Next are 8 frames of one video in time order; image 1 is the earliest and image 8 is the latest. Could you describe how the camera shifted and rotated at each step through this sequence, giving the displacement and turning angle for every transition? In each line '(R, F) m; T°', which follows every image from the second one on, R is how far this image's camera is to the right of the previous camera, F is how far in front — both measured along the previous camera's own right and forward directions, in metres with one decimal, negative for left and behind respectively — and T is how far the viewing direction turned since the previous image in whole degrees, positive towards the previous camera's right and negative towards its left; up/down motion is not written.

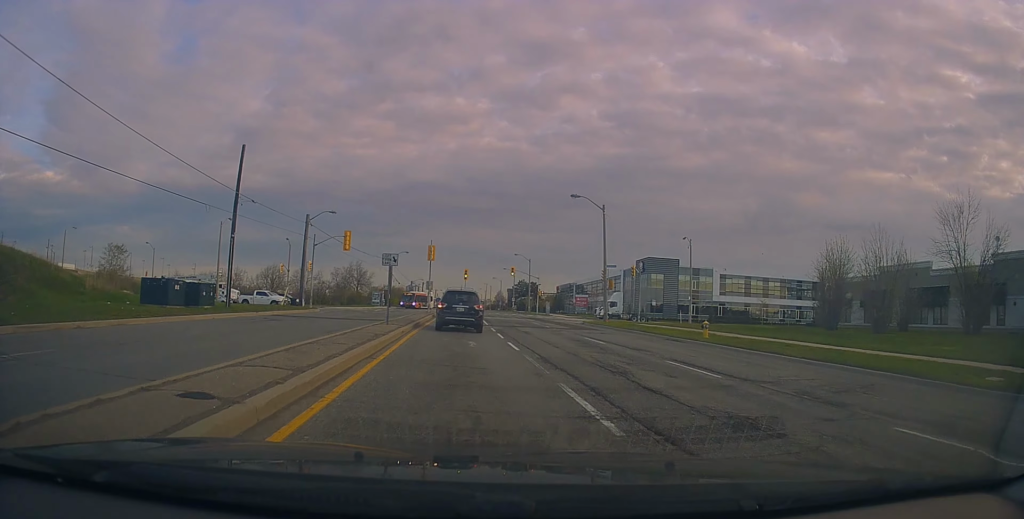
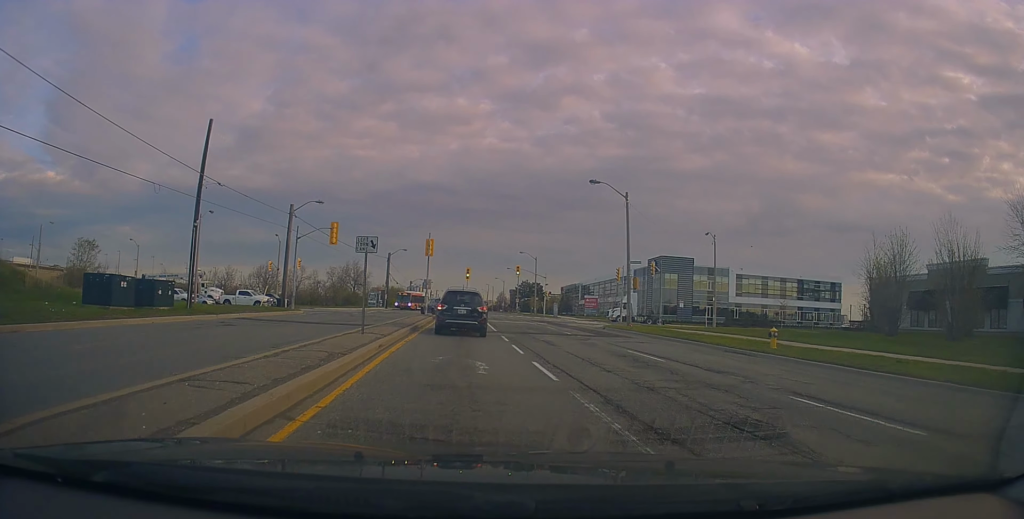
(0.0, +6.2) m; -1°
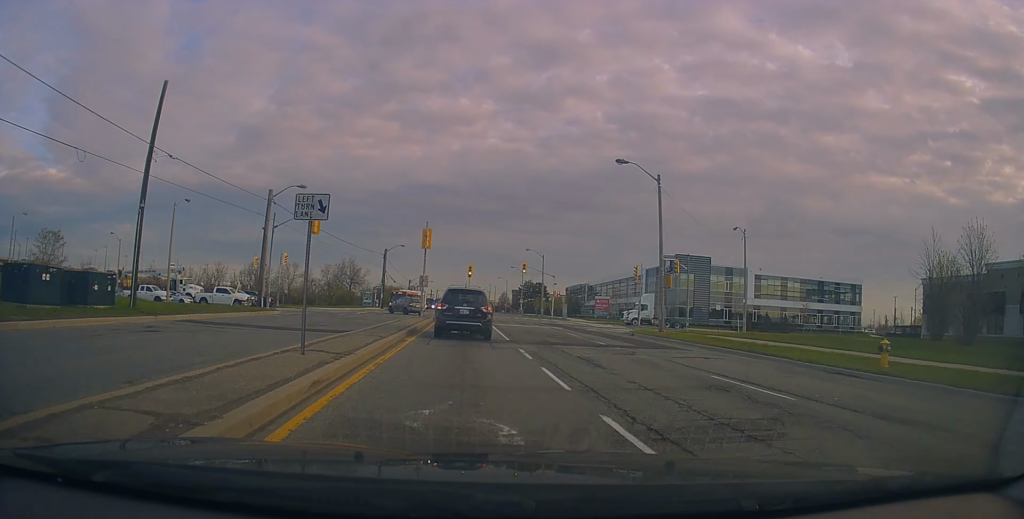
(-0.5, +6.4) m; 0°
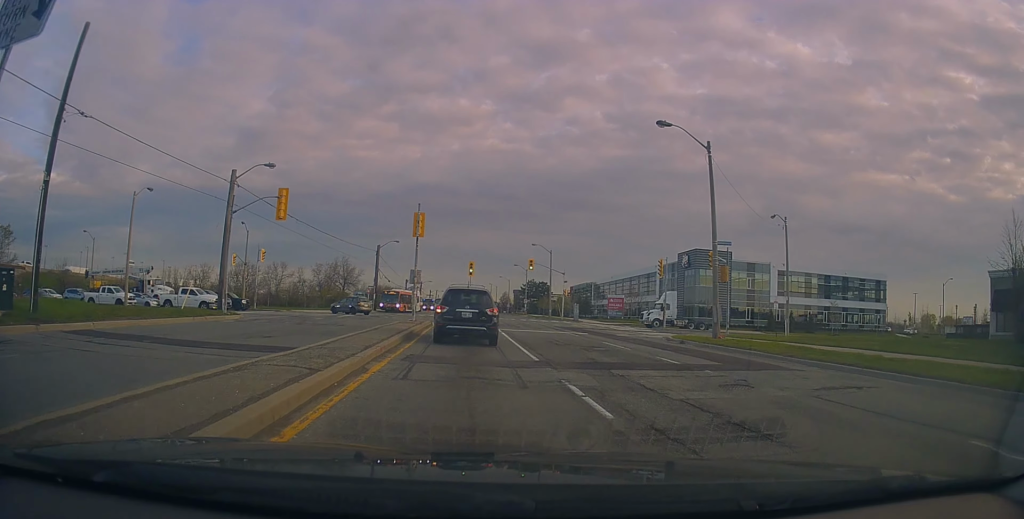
(+0.4, +7.3) m; +2°
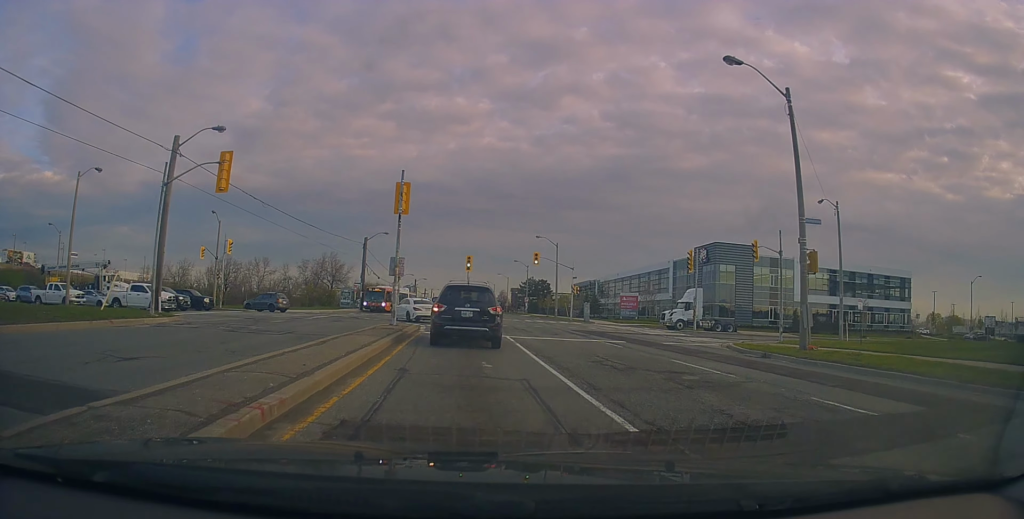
(0.0, +7.2) m; 0°
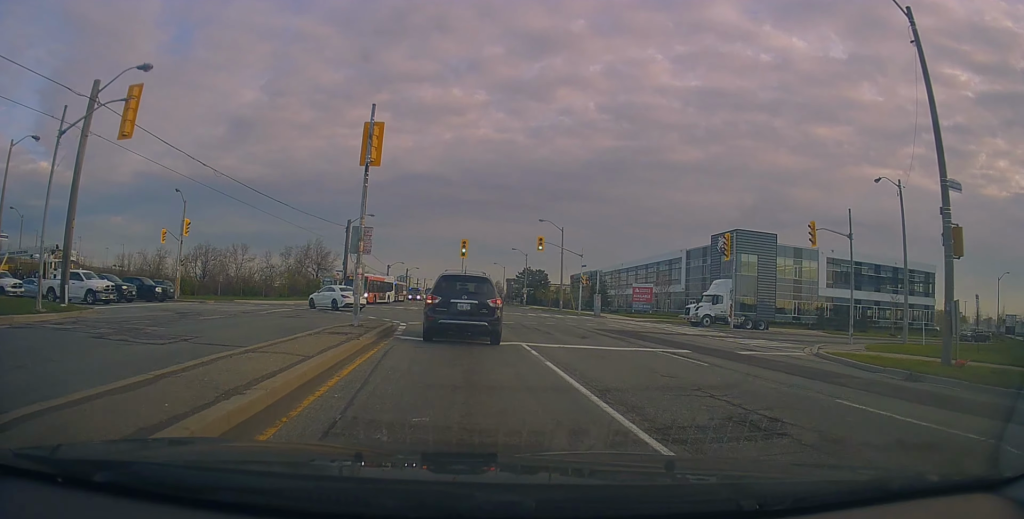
(-0.1, +7.1) m; -1°
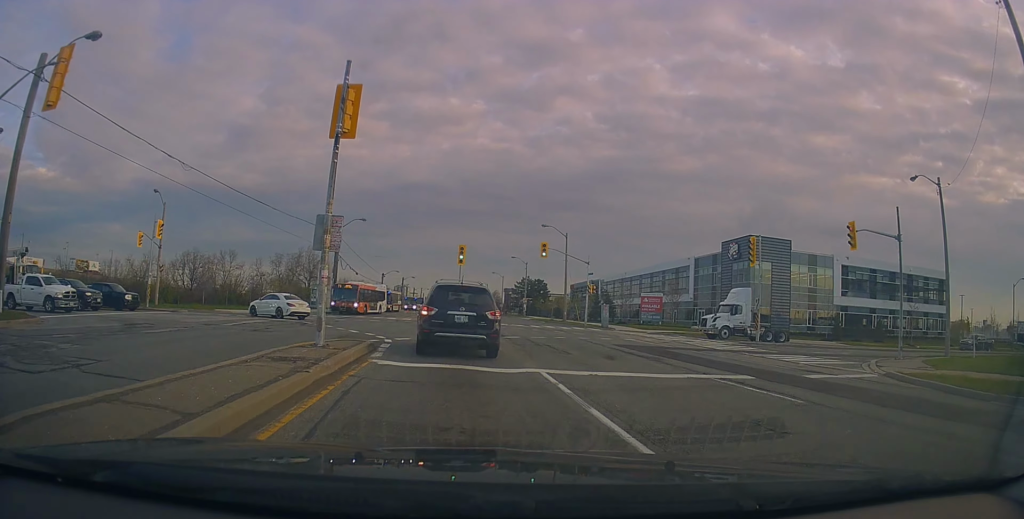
(+0.1, +3.8) m; -1°
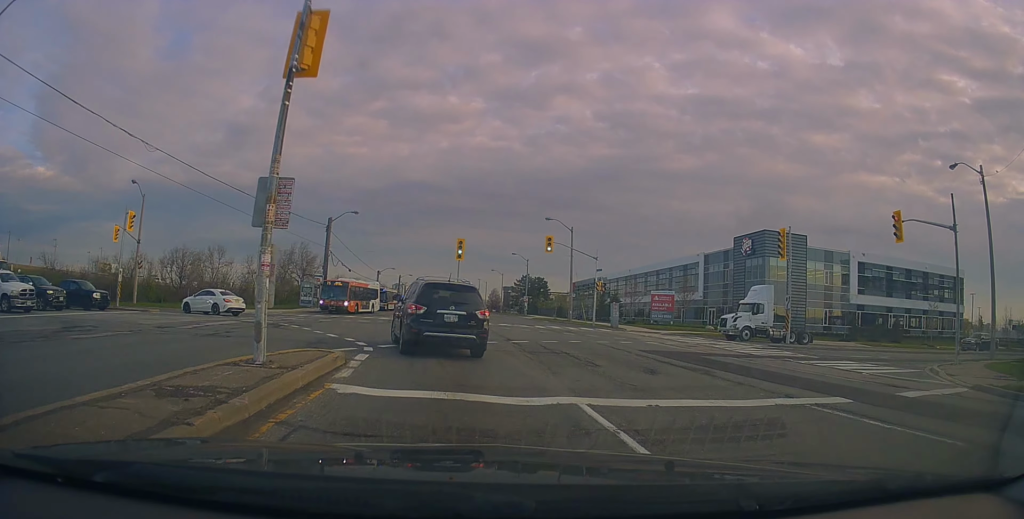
(-0.1, +3.6) m; 0°
